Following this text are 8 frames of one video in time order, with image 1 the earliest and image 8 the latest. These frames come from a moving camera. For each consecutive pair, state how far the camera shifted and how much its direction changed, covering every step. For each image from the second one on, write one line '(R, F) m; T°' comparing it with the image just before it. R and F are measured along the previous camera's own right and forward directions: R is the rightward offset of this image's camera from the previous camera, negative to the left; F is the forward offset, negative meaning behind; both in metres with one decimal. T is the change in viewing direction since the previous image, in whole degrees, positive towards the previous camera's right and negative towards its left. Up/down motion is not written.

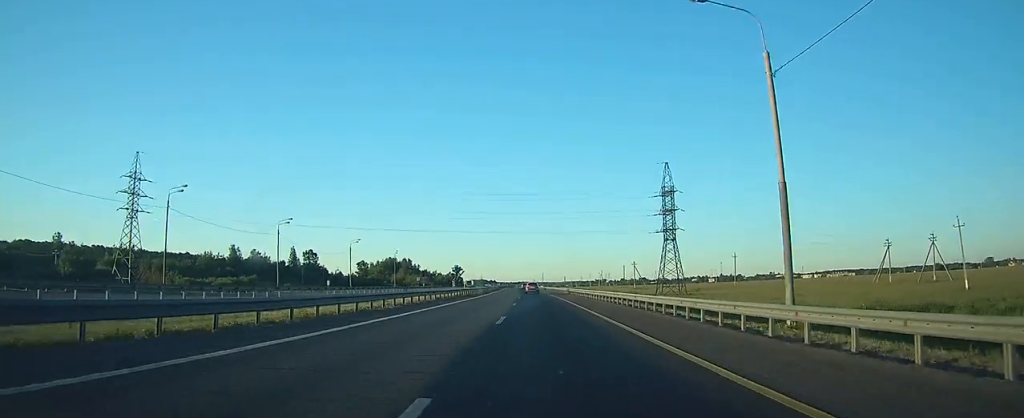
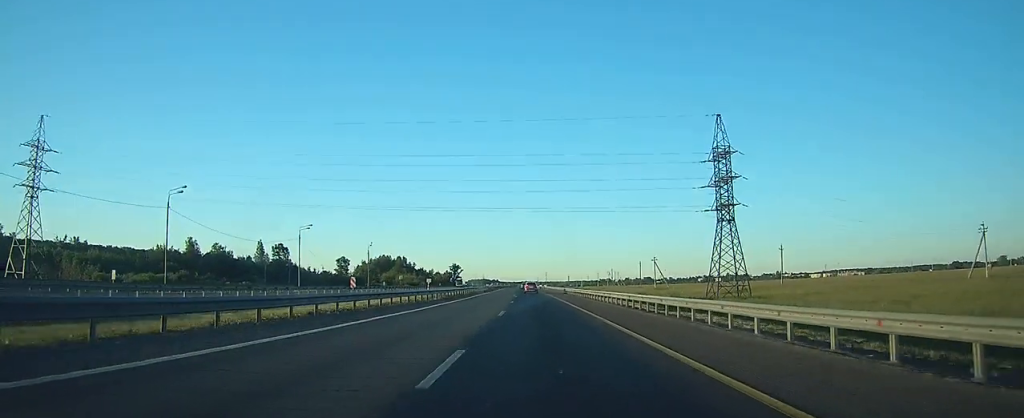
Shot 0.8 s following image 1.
(0.0, +27.5) m; 0°
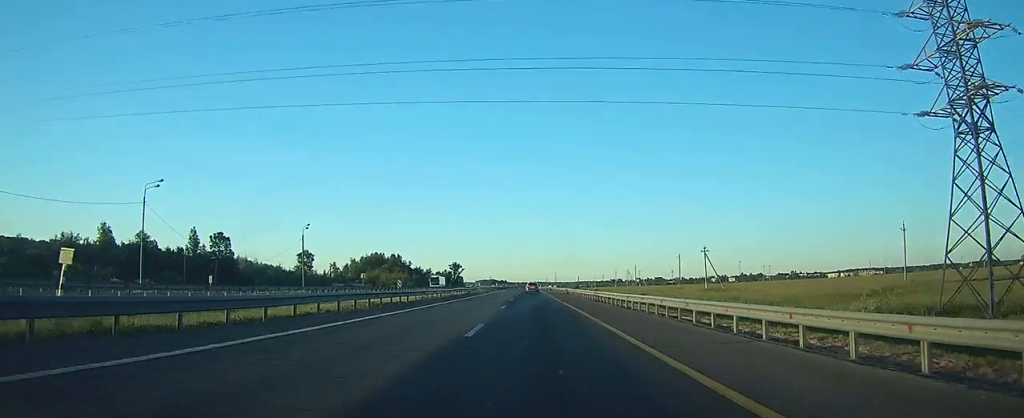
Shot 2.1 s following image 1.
(-0.2, +41.4) m; -1°
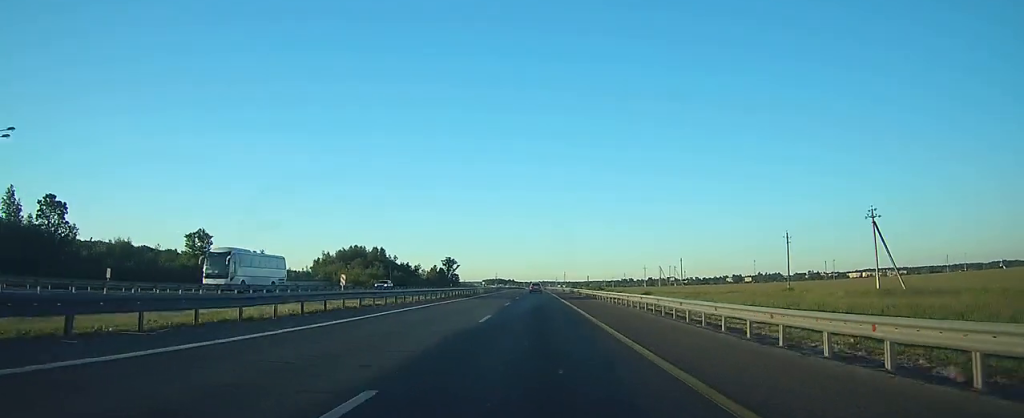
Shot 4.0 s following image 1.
(-0.6, +59.5) m; -1°
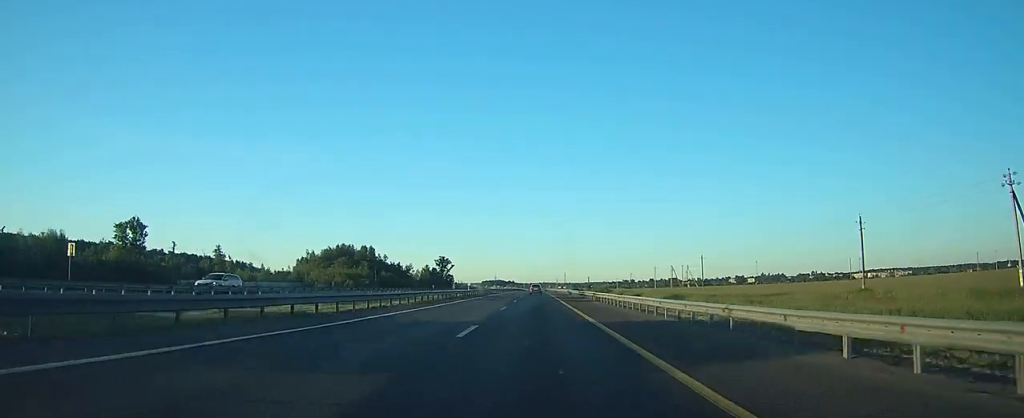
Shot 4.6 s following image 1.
(-0.1, +20.7) m; 0°
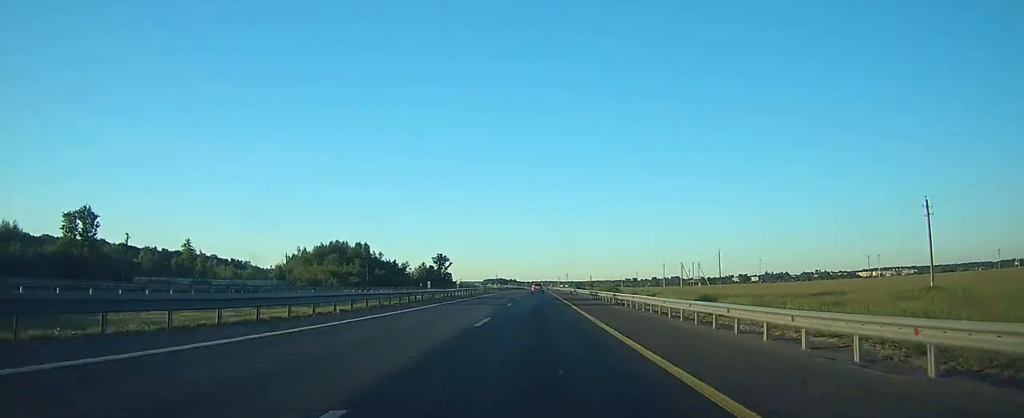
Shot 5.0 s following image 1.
(0.0, +12.4) m; 0°
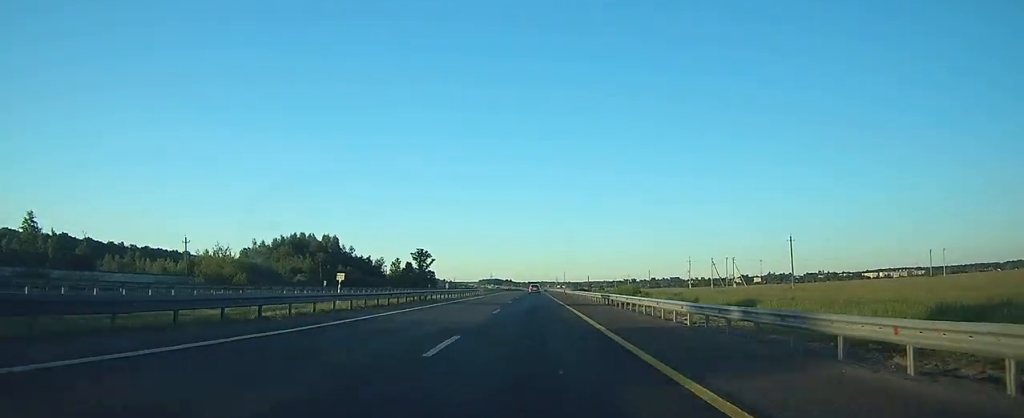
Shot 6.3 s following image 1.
(0.0, +39.6) m; 0°
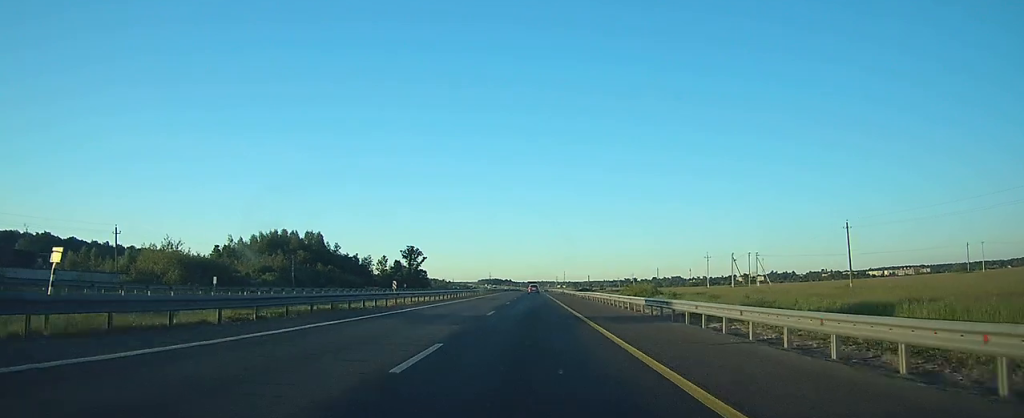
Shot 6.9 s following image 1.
(0.0, +18.1) m; 0°
